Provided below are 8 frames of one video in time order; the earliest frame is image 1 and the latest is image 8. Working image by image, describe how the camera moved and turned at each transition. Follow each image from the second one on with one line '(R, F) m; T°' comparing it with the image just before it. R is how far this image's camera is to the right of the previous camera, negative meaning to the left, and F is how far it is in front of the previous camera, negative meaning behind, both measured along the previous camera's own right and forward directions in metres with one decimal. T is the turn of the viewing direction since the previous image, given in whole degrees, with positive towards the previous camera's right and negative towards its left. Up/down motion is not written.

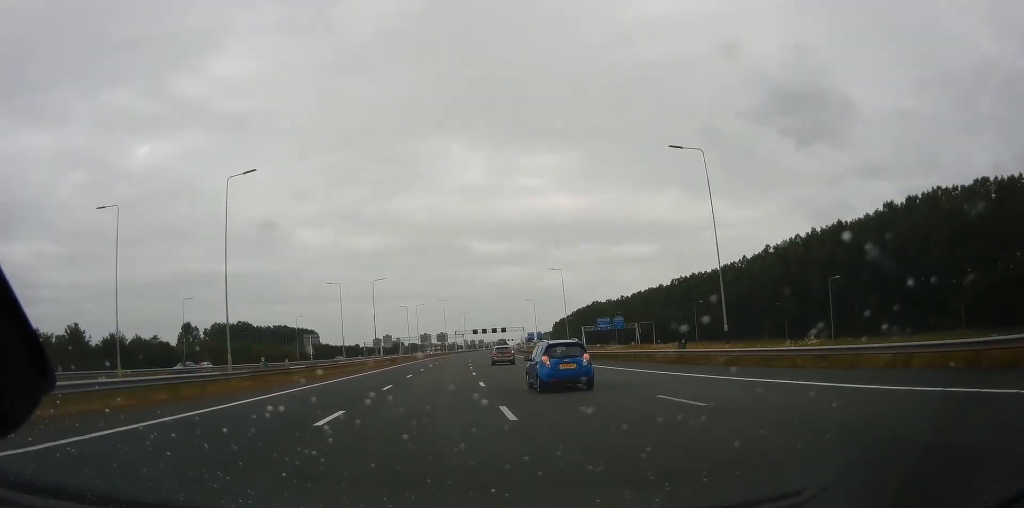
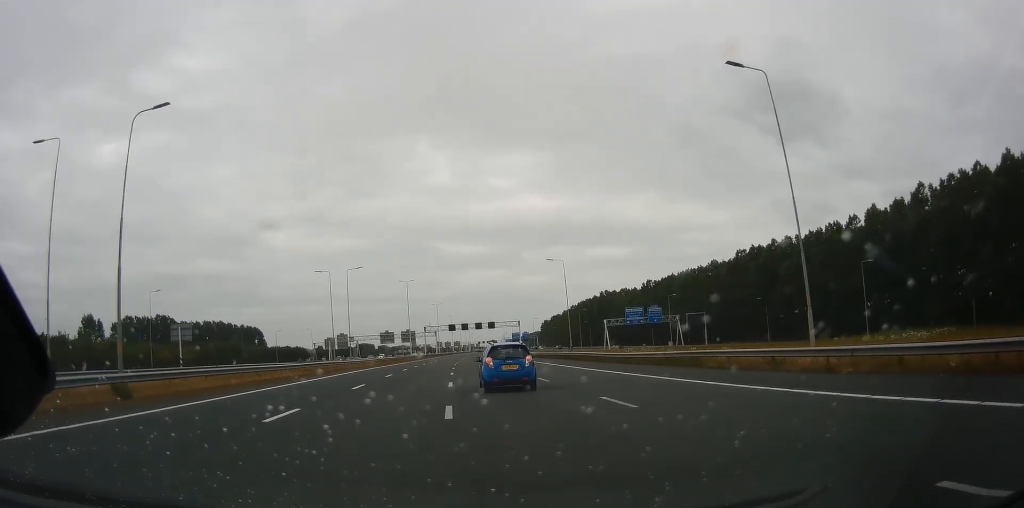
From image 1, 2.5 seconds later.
(+2.3, +70.2) m; +3°
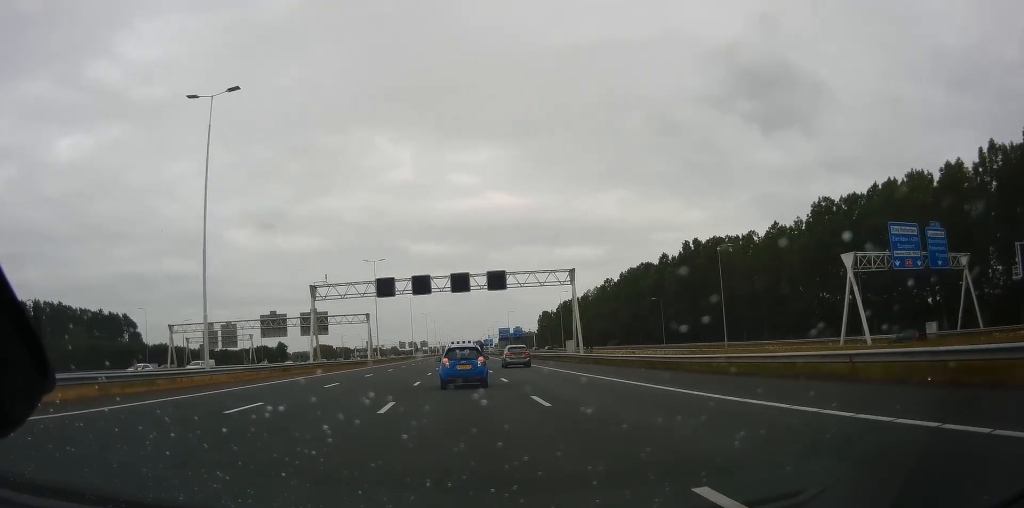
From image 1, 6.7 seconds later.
(+0.4, +116.0) m; +1°
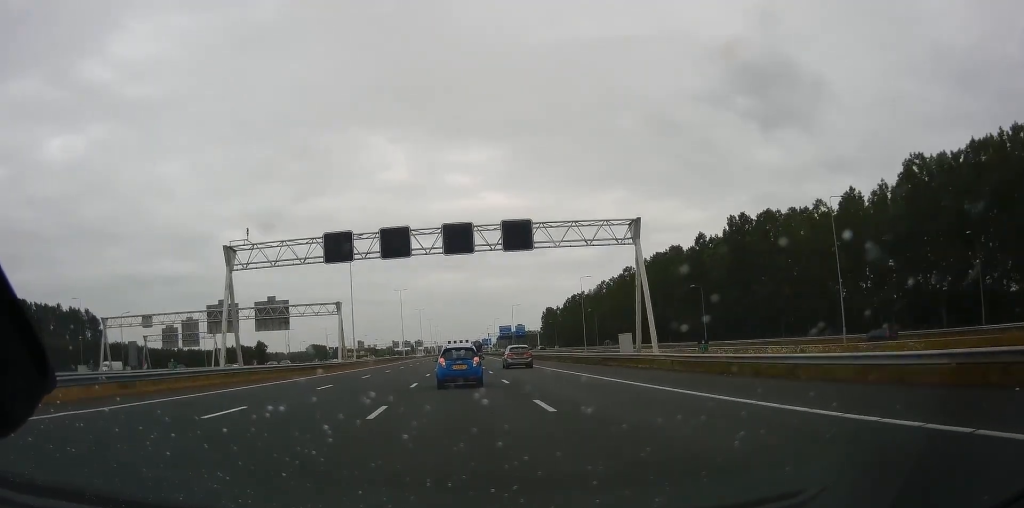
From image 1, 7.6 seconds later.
(+0.4, +23.9) m; +1°
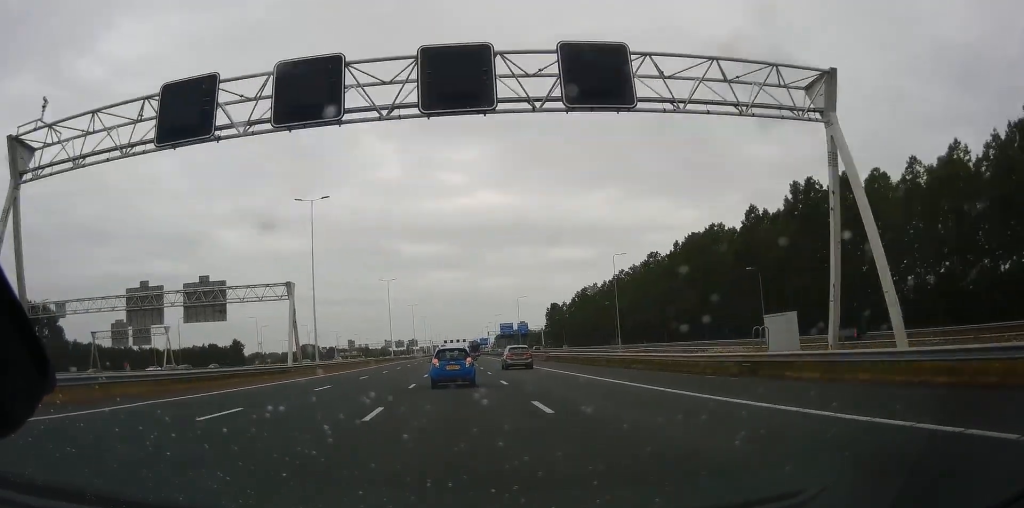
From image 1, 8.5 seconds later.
(+0.2, +23.8) m; +1°
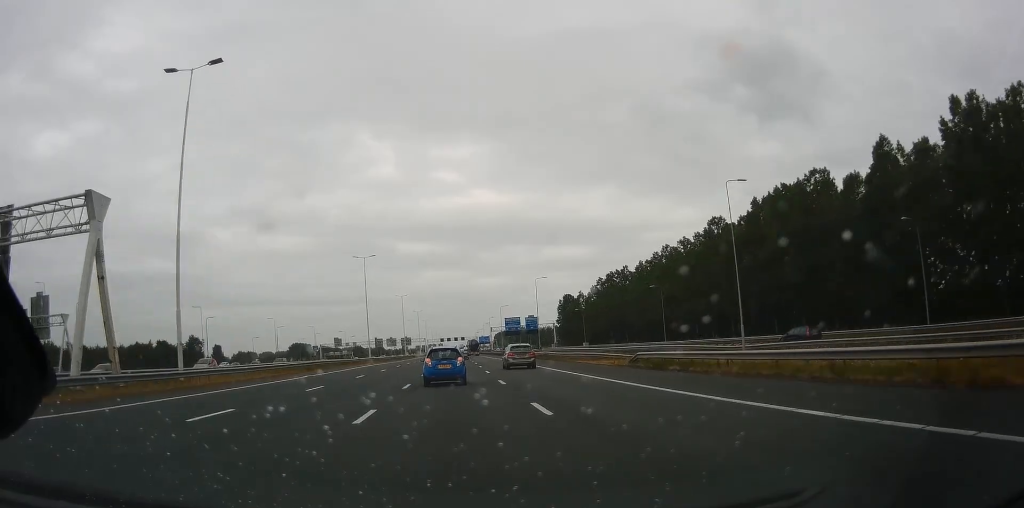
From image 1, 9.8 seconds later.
(+0.3, +36.6) m; 0°
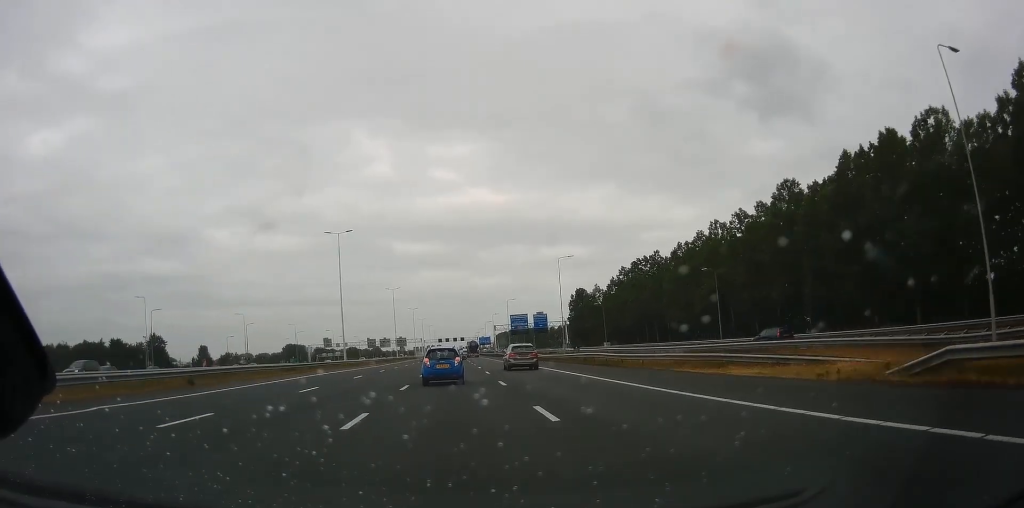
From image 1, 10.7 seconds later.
(+0.1, +23.8) m; 0°
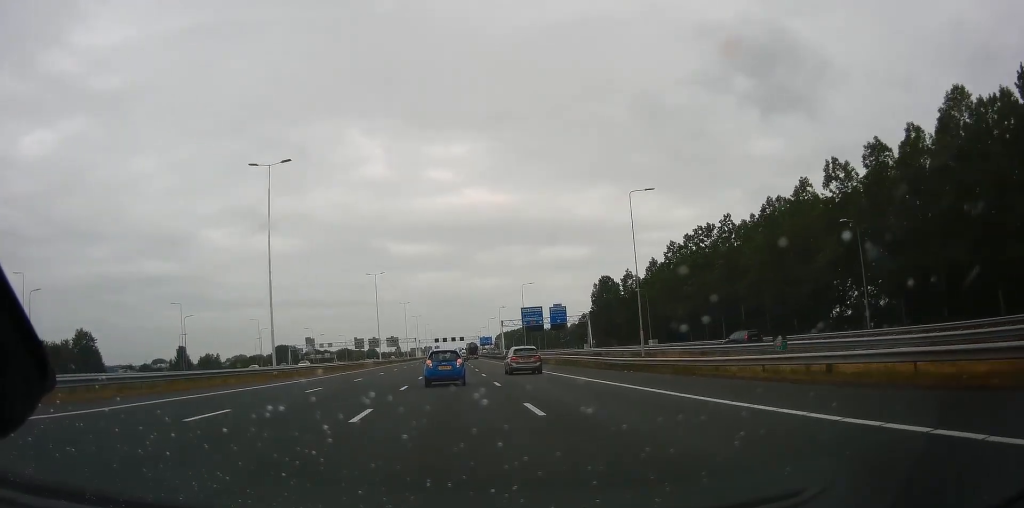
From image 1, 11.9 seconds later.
(0.0, +34.8) m; 0°
